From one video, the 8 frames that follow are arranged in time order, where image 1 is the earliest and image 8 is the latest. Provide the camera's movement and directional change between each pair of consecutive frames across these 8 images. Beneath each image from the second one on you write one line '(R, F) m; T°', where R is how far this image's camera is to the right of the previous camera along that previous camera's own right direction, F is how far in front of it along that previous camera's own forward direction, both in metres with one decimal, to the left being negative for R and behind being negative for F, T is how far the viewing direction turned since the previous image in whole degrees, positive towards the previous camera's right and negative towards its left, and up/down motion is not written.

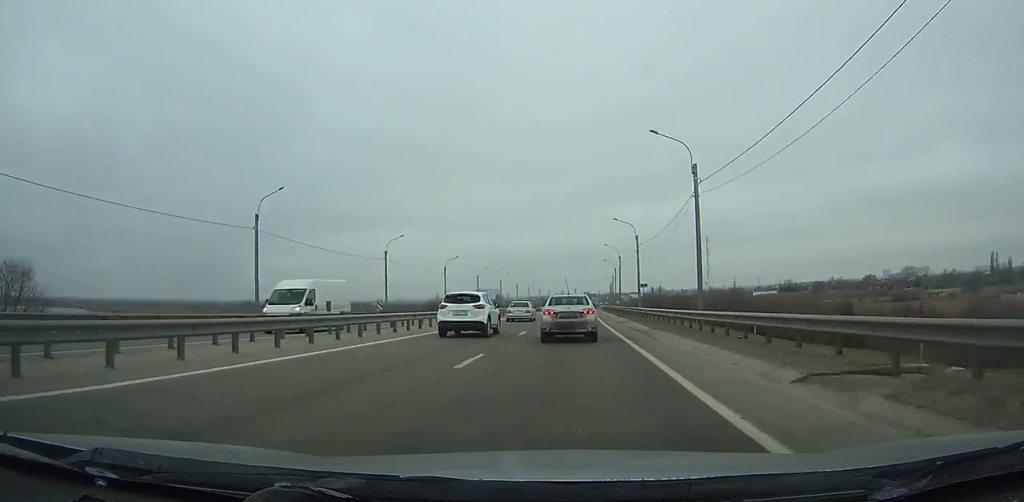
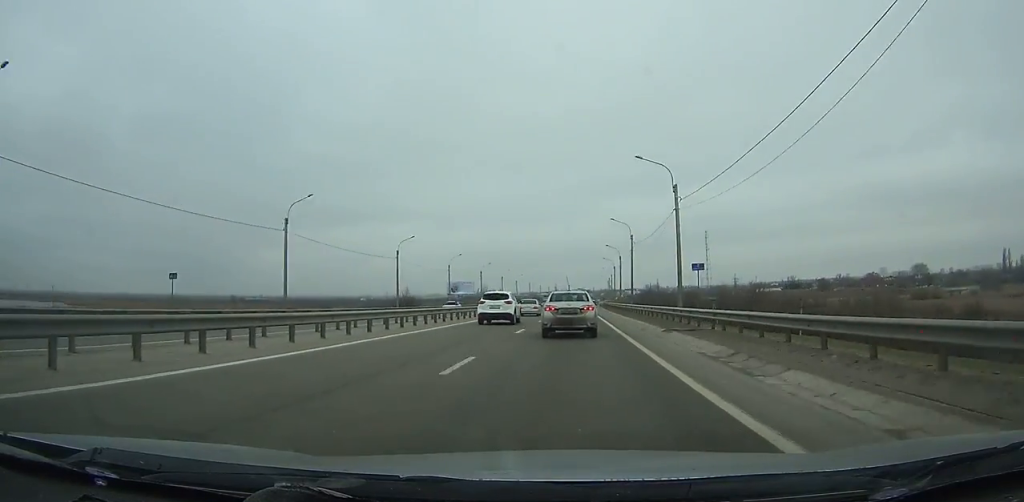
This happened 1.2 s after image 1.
(+0.2, +25.3) m; 0°
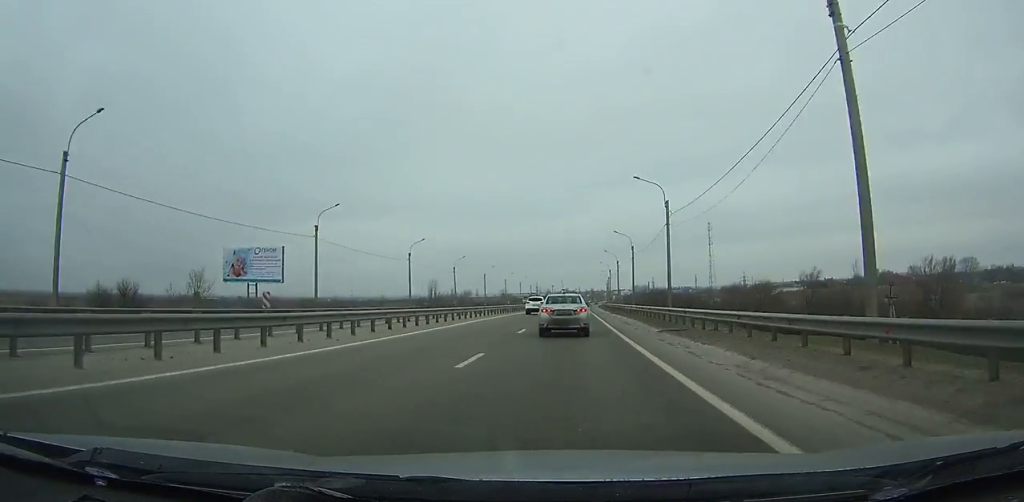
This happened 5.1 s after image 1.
(+0.7, +82.9) m; +1°
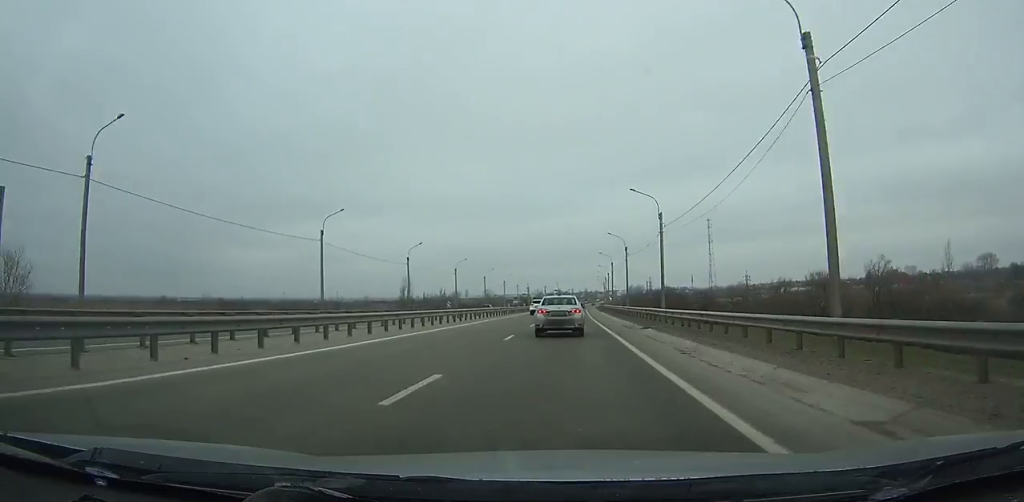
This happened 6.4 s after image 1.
(+0.2, +28.1) m; 0°
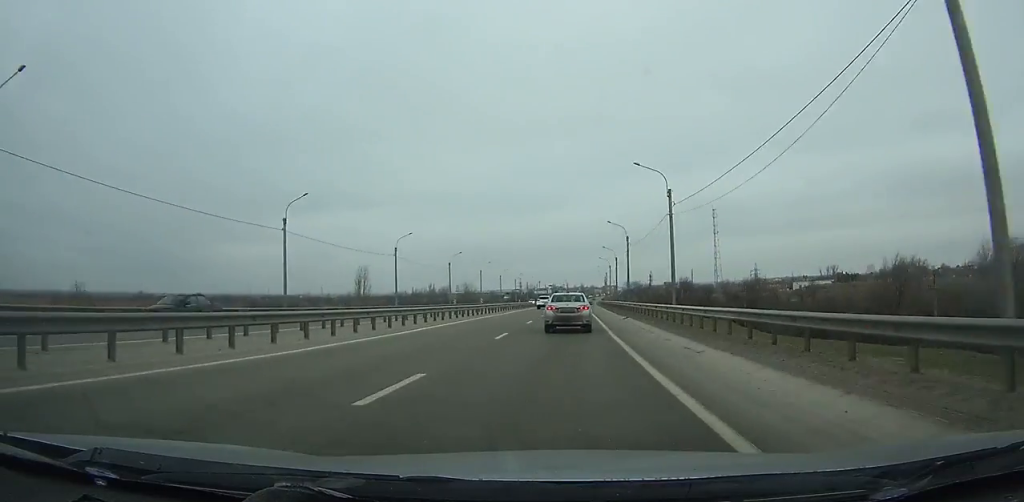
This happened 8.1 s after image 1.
(+0.3, +36.9) m; +1°
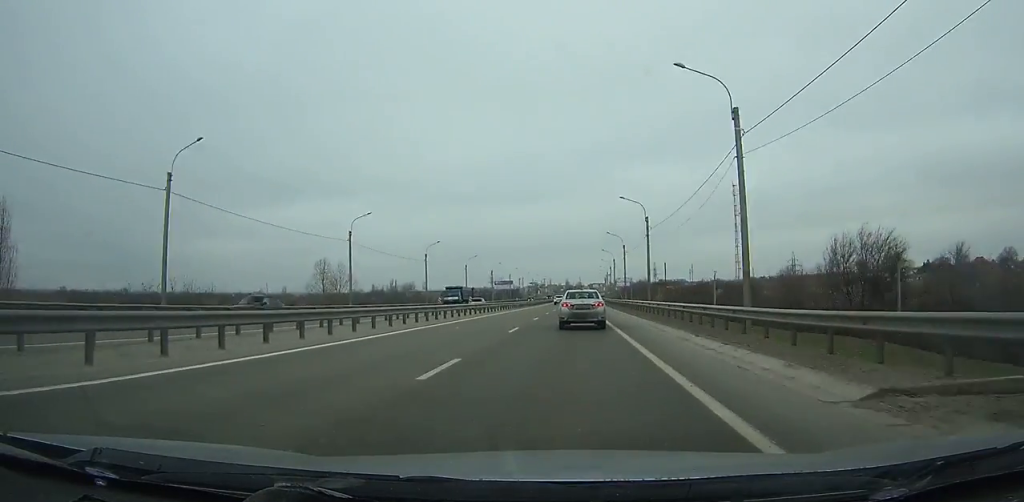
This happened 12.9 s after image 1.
(+1.2, +104.4) m; +1°
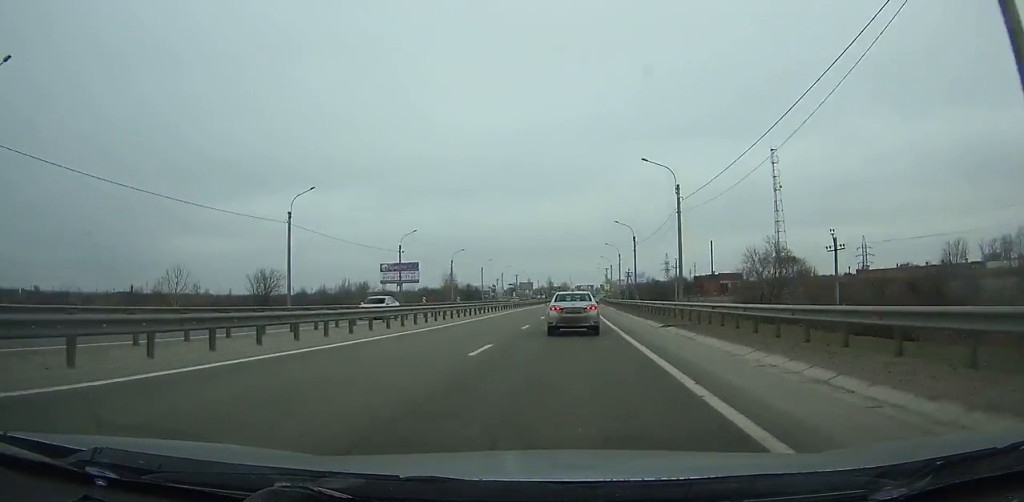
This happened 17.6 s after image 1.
(+1.5, +101.6) m; +2°
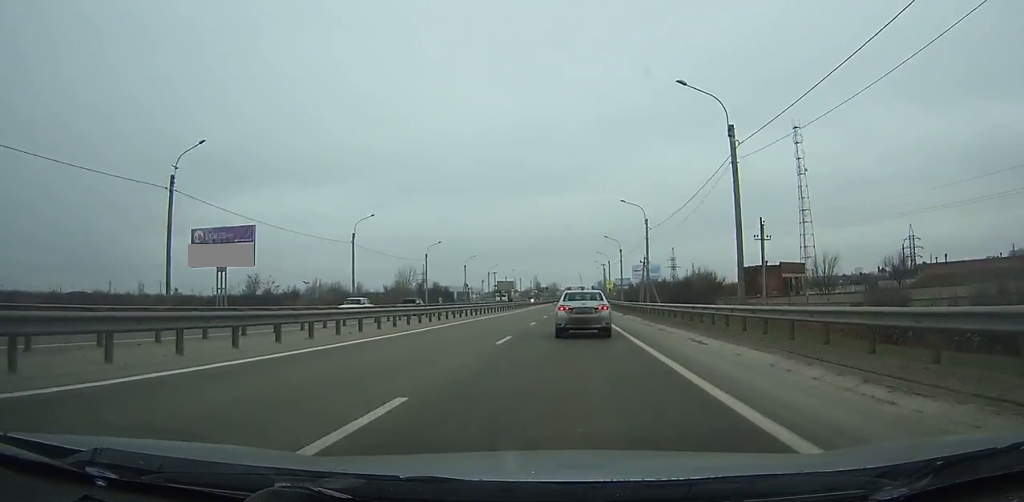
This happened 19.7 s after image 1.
(+0.5, +43.5) m; +1°
